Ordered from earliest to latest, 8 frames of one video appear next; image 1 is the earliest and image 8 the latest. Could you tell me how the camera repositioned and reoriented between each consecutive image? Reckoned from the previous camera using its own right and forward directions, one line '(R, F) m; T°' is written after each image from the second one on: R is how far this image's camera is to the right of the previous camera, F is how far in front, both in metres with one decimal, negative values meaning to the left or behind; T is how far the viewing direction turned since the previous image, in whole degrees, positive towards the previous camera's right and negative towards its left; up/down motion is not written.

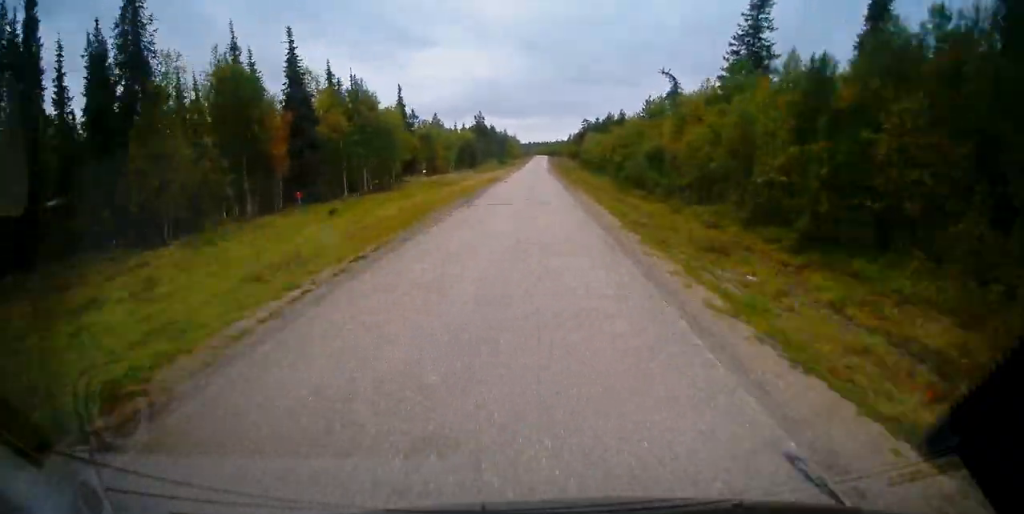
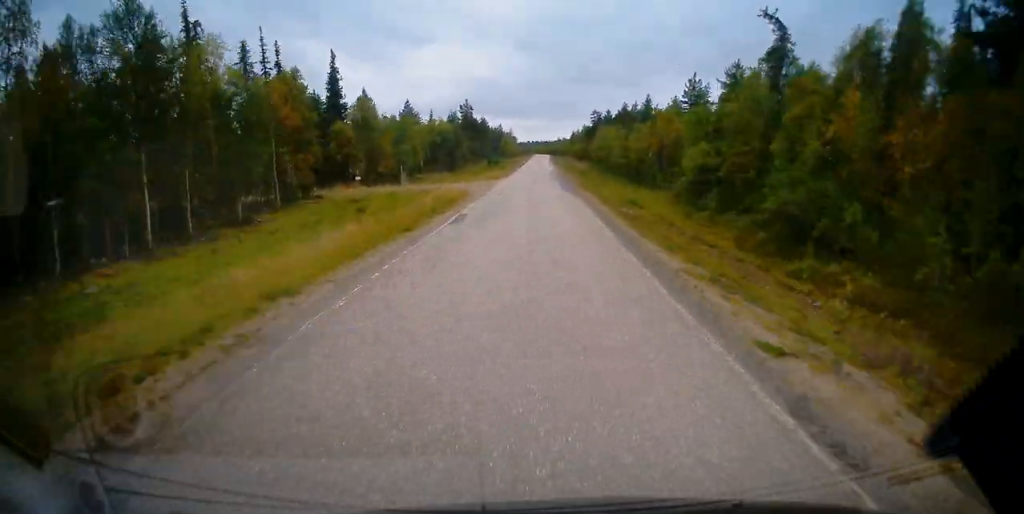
(+0.3, +35.1) m; +1°
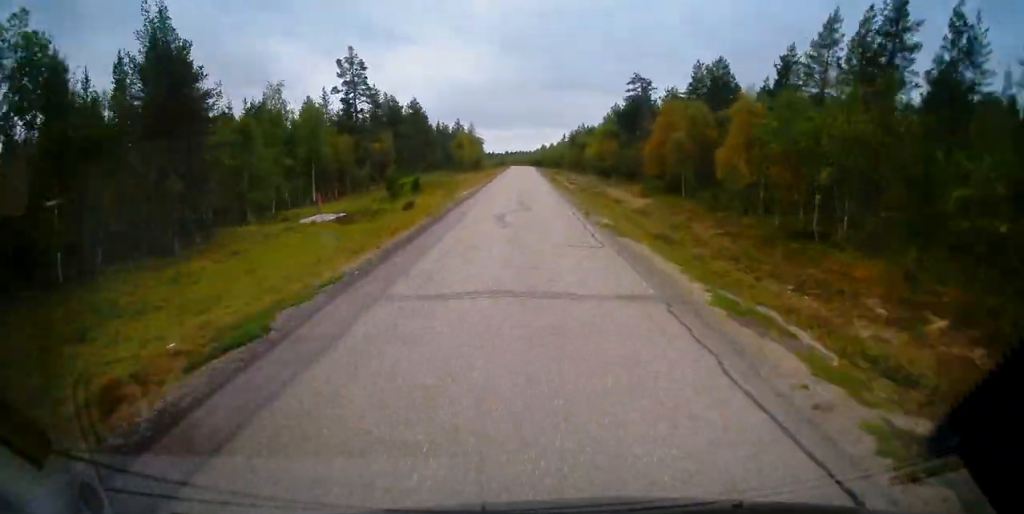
(+1.0, +88.2) m; +1°
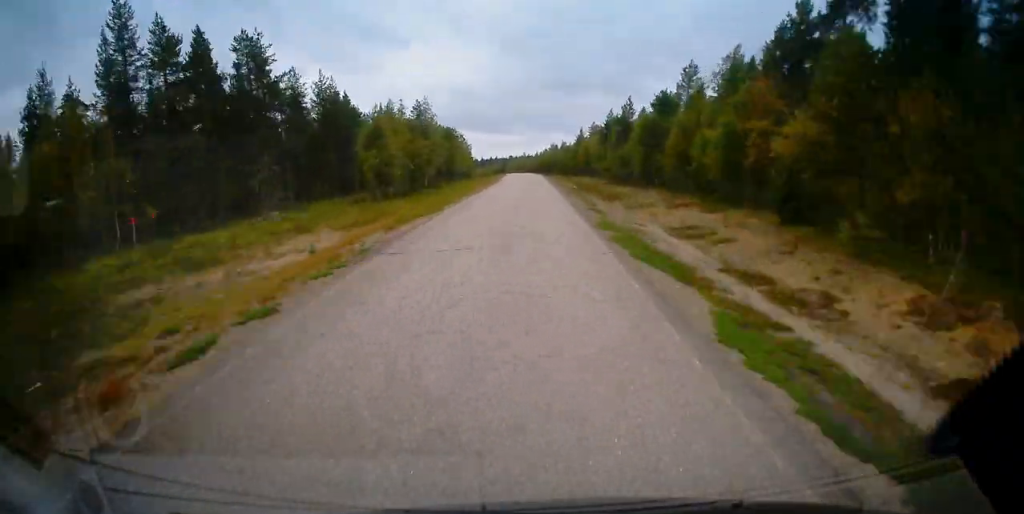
(0.0, +62.6) m; -1°
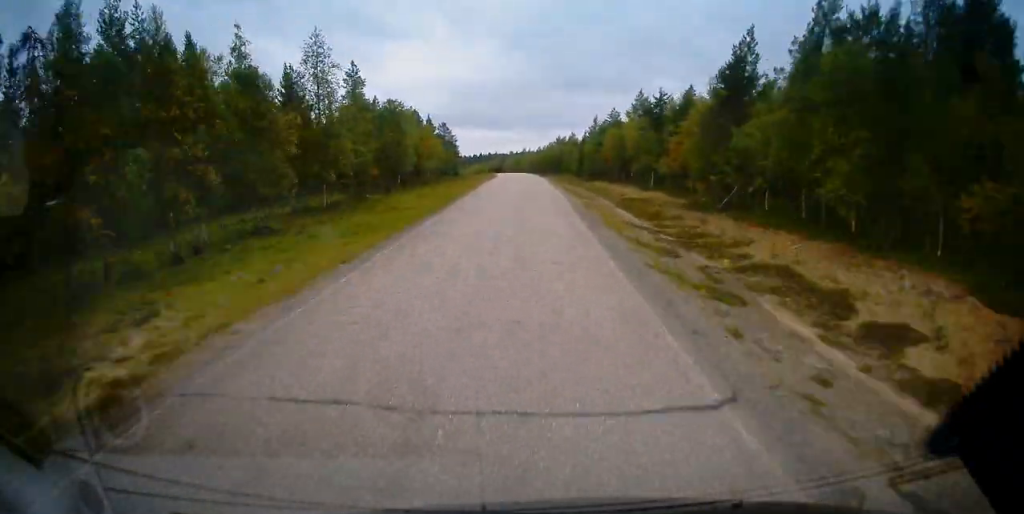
(0.0, +37.1) m; -1°
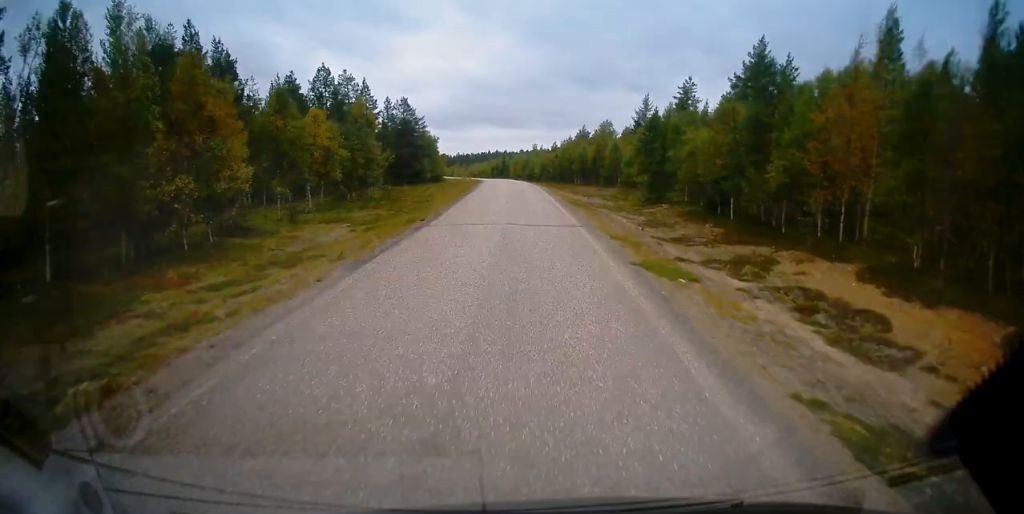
(-0.4, +53.5) m; -2°
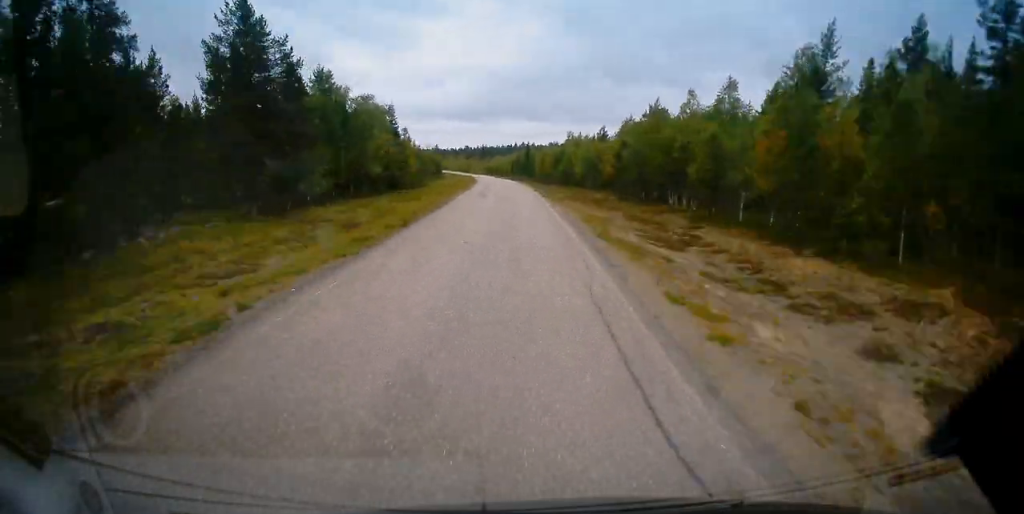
(-1.6, +54.1) m; -3°
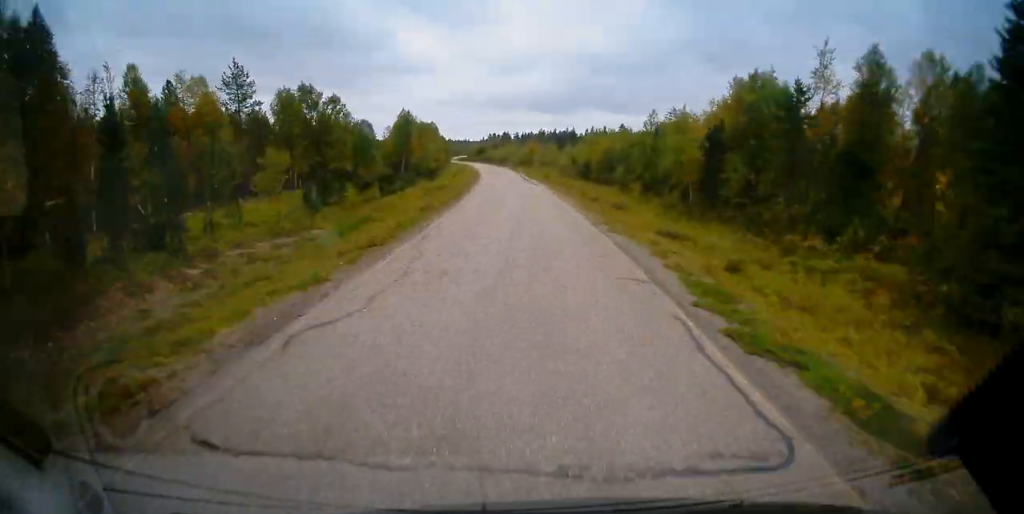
(-9.2, +146.1) m; -7°
